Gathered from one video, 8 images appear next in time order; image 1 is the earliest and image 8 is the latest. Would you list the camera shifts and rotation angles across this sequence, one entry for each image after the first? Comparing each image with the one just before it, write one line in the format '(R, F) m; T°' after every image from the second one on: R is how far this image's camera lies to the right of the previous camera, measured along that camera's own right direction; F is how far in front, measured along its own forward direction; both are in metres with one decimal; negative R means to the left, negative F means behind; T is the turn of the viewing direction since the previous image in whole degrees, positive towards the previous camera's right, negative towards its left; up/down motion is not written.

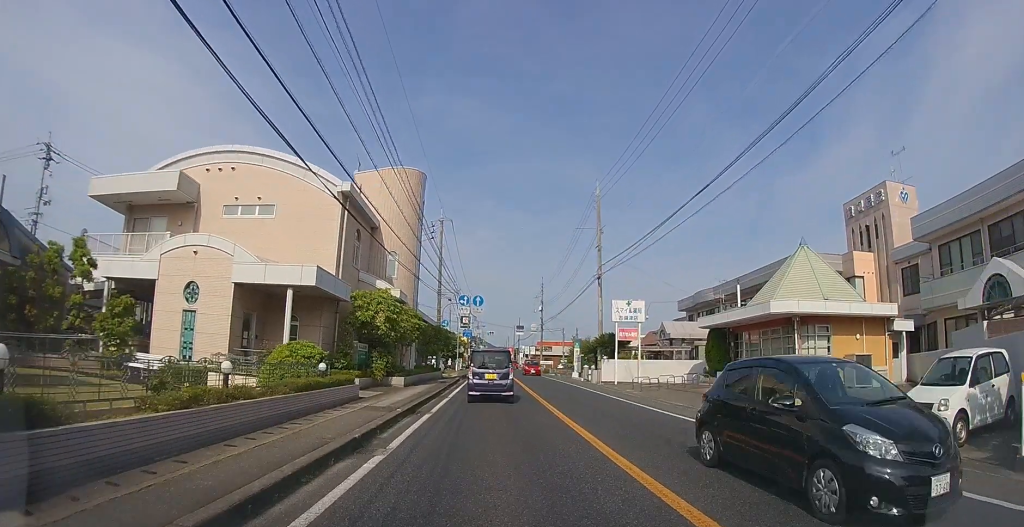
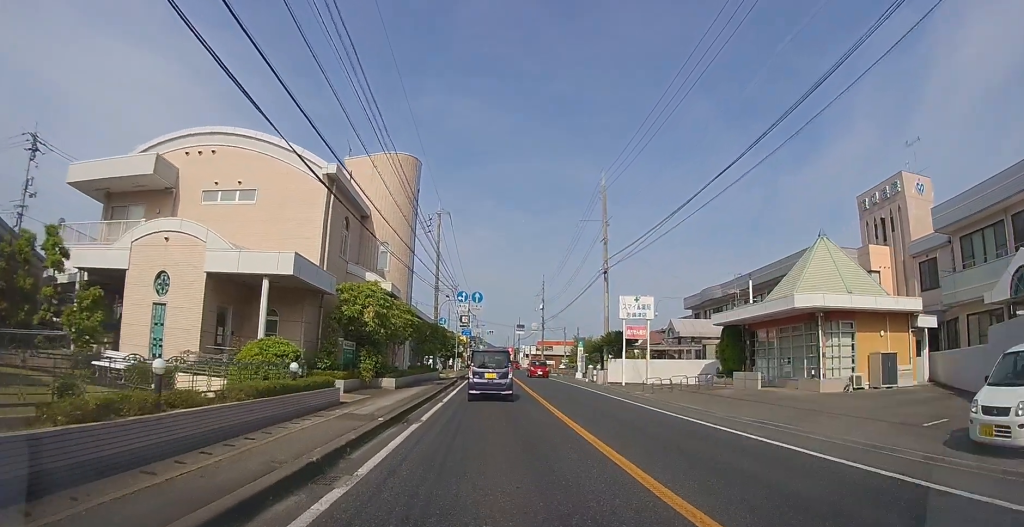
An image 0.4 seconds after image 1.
(0.0, +1.7) m; 0°
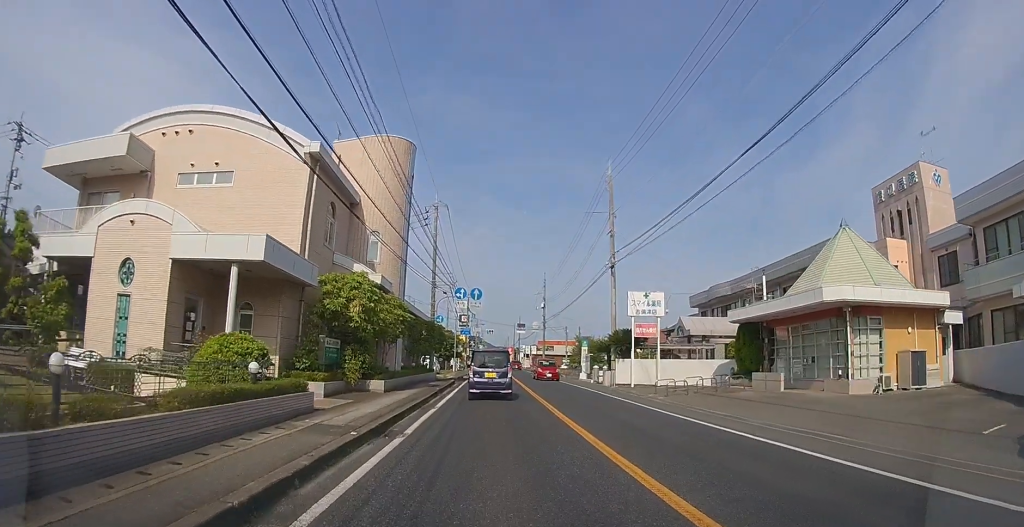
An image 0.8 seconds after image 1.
(0.0, +1.8) m; 0°
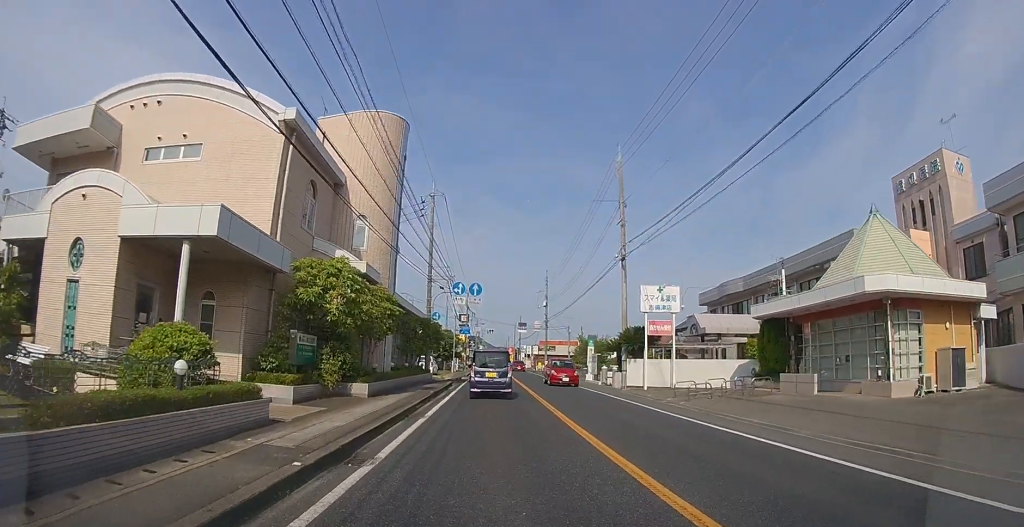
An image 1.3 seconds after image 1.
(0.0, +2.2) m; 0°
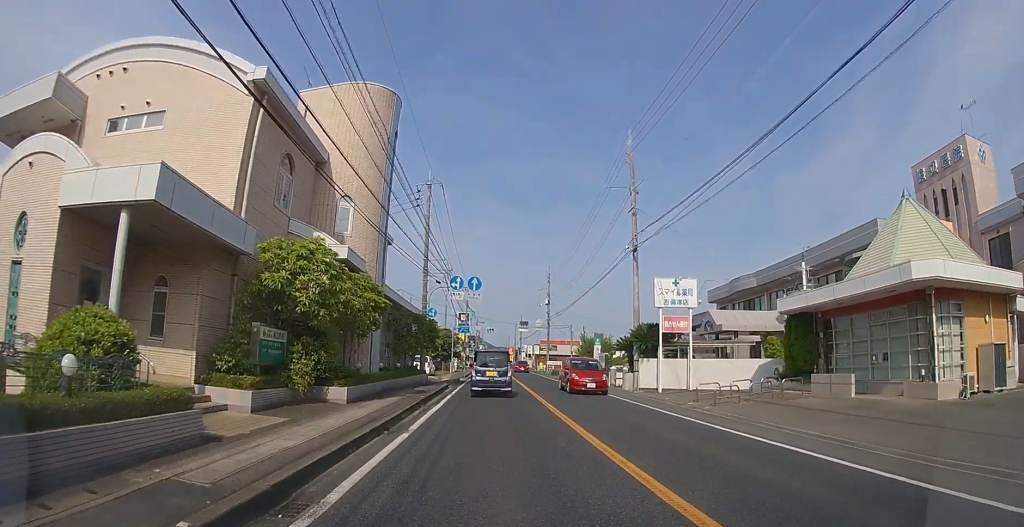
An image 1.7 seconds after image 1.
(0.0, +2.0) m; 0°
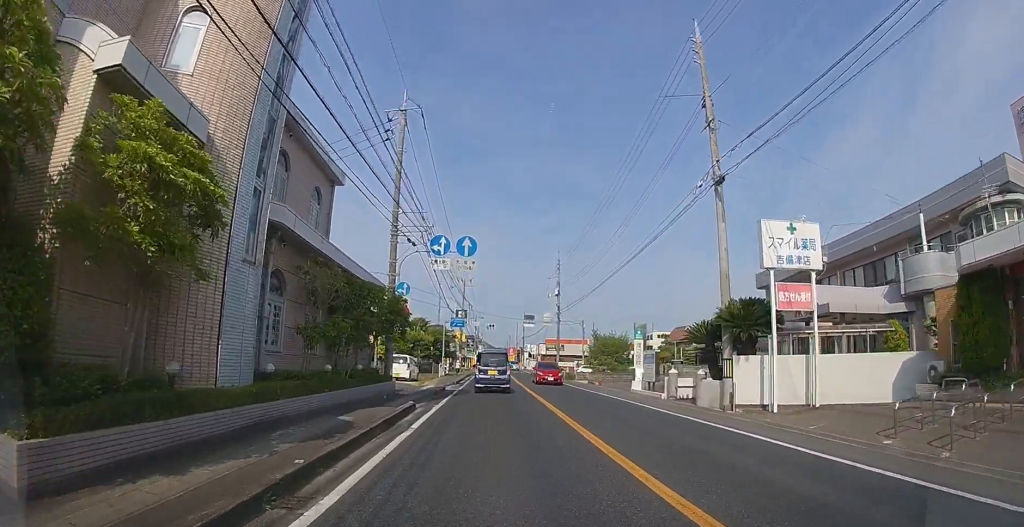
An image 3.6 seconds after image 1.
(0.0, +9.3) m; 0°
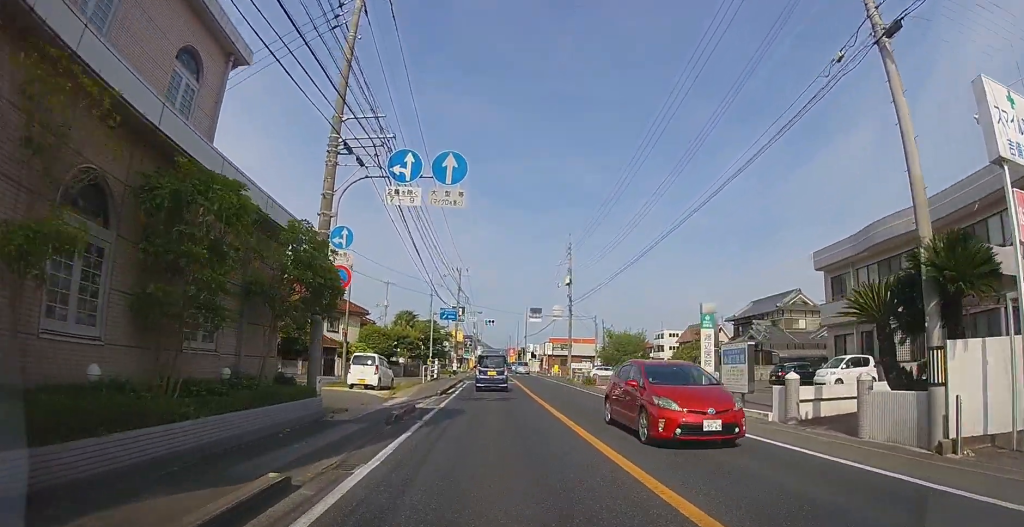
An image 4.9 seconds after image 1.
(0.0, +7.6) m; -1°
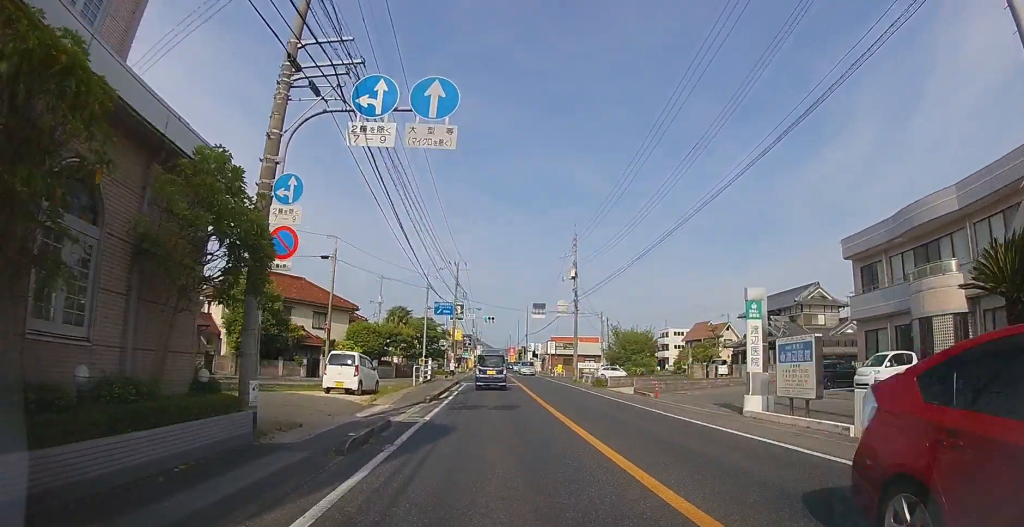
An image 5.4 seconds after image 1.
(0.0, +3.0) m; 0°
